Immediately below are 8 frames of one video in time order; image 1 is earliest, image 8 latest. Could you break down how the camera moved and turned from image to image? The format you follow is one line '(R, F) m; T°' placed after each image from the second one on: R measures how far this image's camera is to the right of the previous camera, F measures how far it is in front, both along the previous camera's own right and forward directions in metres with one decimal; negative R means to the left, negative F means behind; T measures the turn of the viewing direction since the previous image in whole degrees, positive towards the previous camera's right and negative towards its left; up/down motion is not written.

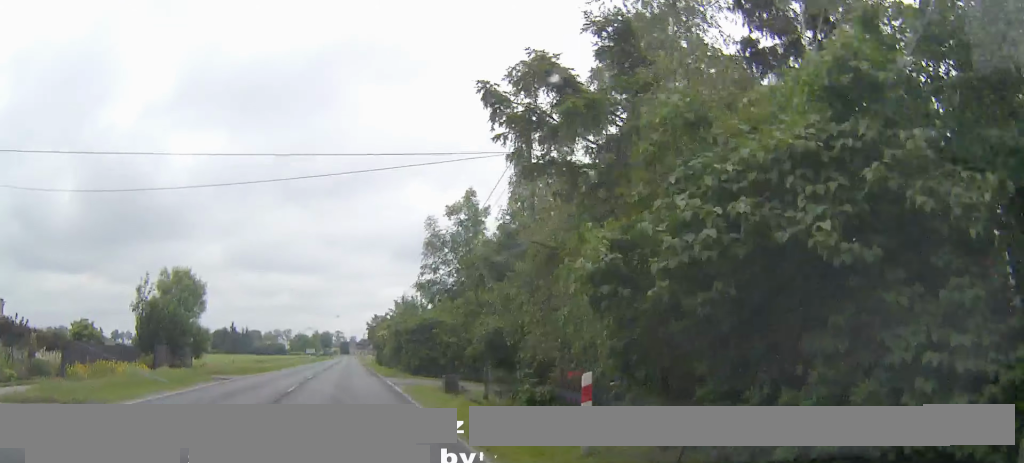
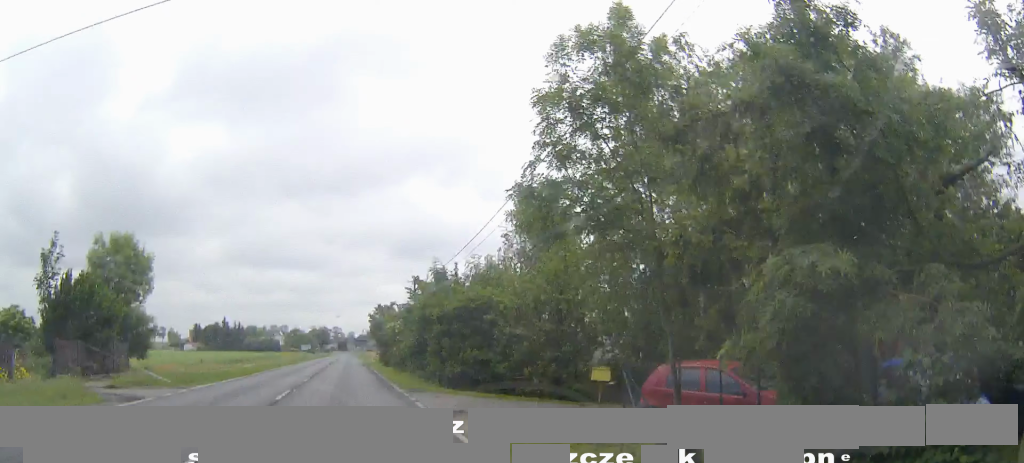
(0.0, +14.6) m; 0°
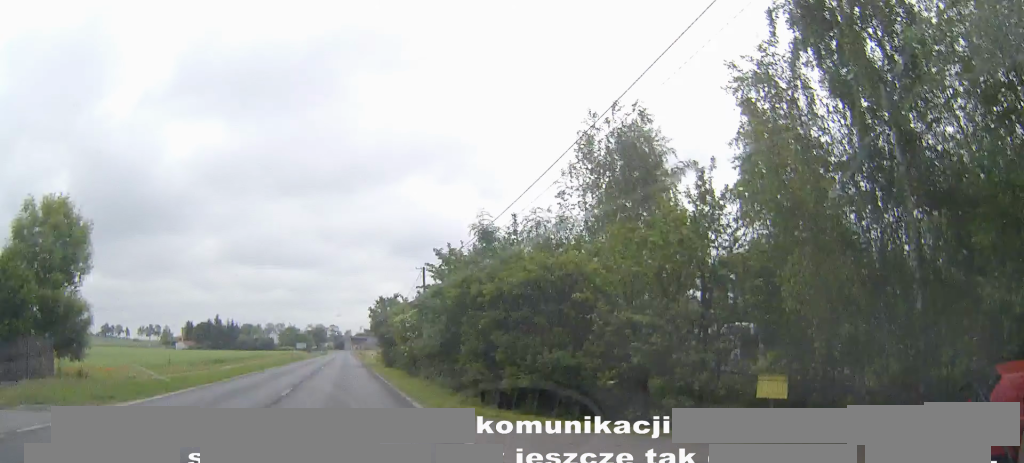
(0.0, +9.1) m; 0°
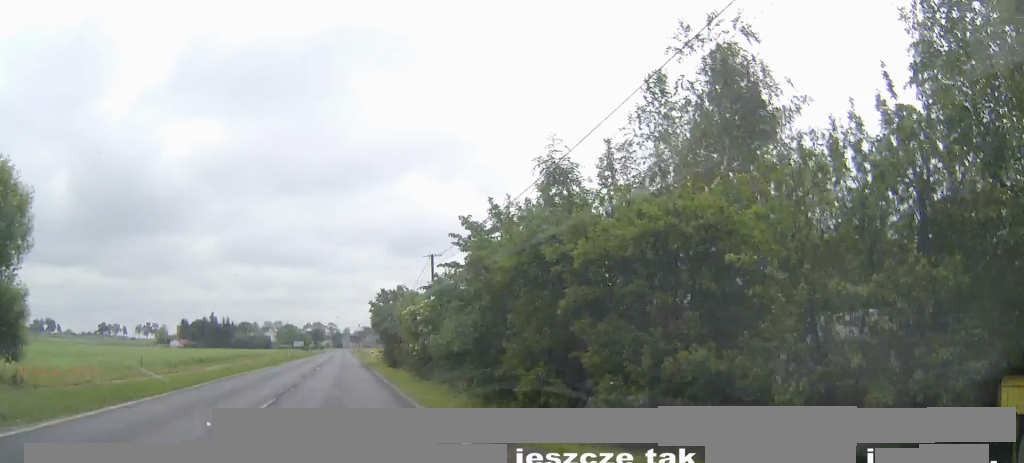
(0.0, +6.1) m; 0°
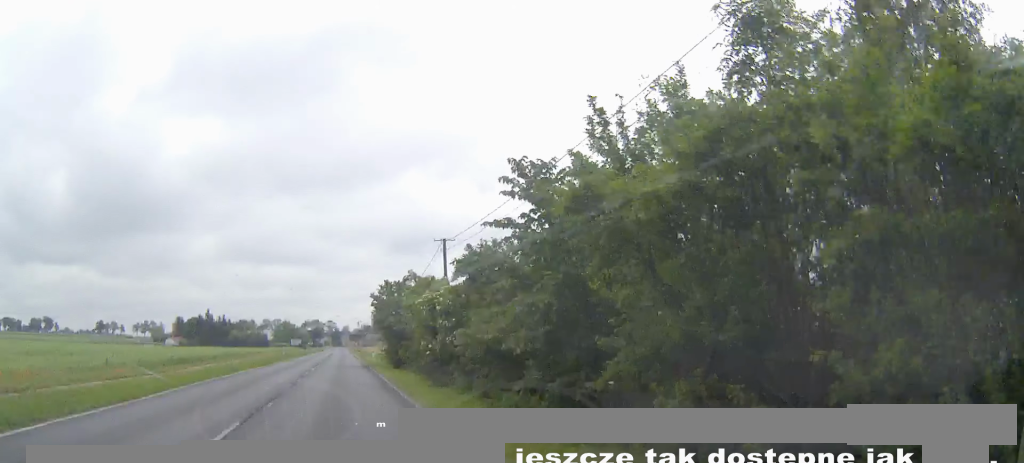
(0.0, +6.1) m; 0°
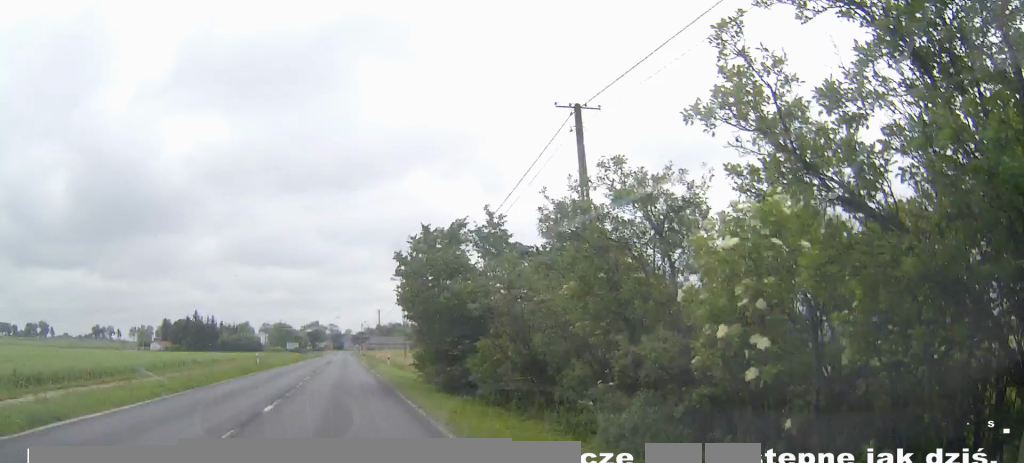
(0.0, +22.9) m; 0°
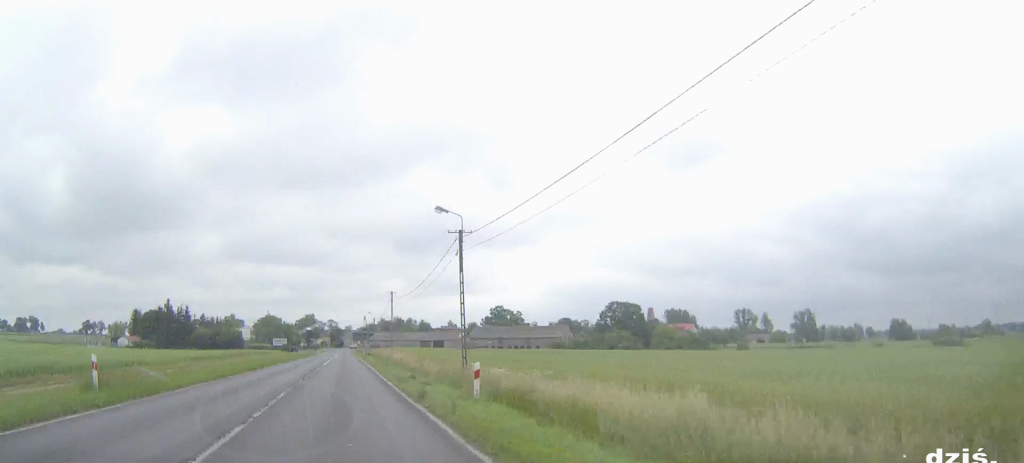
(-0.1, +33.4) m; 0°
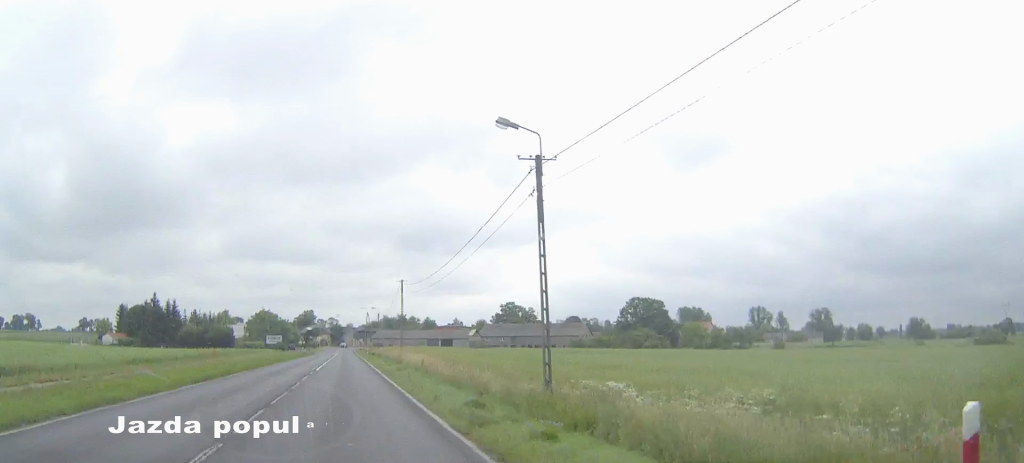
(0.0, +14.0) m; 0°
